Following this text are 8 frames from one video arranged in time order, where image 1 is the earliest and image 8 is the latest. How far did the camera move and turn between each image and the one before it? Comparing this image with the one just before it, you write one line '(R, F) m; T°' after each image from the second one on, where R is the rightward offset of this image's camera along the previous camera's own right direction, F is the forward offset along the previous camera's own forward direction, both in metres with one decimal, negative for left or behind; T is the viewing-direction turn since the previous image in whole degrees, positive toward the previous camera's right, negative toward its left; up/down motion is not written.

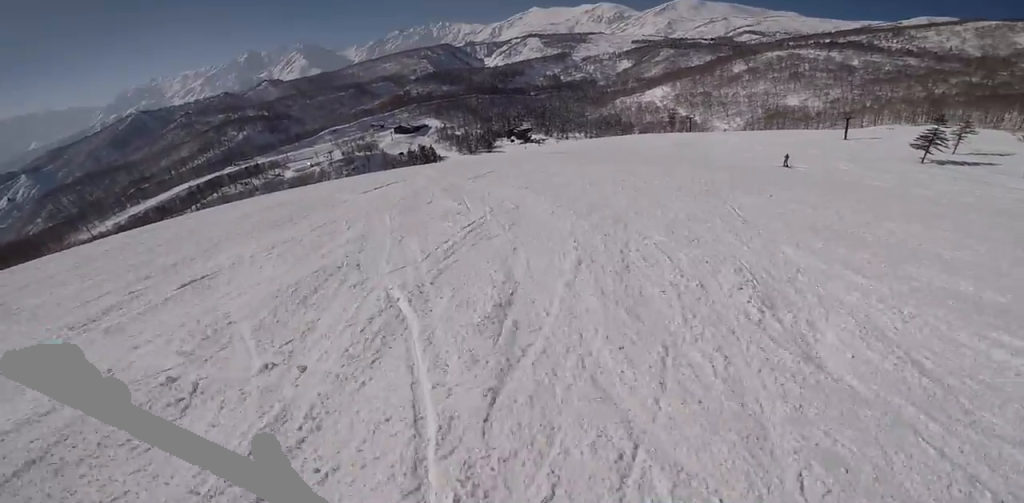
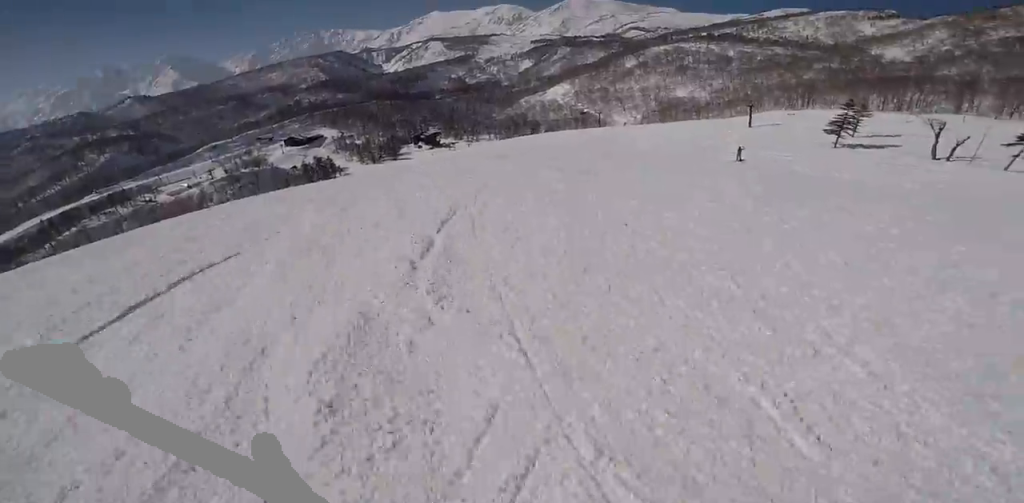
(+0.8, +9.1) m; +6°
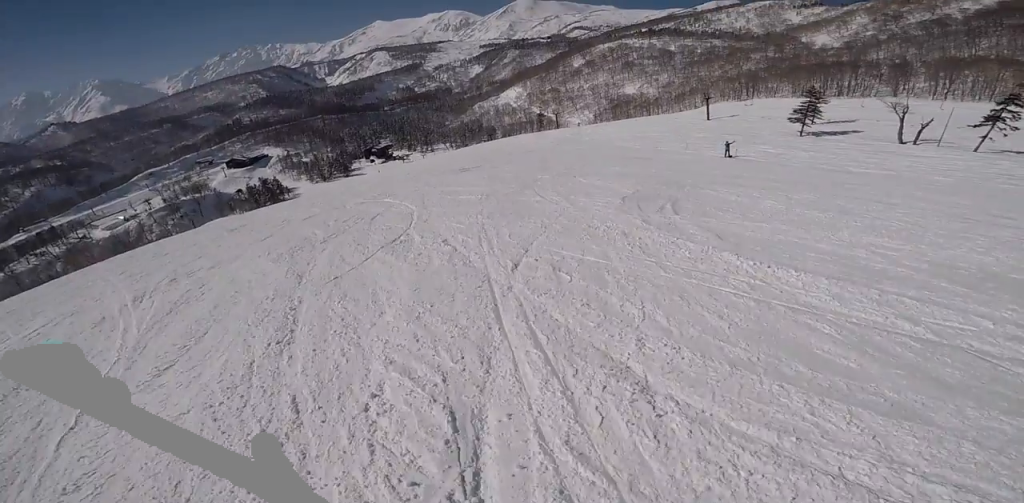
(+0.2, +5.8) m; +4°
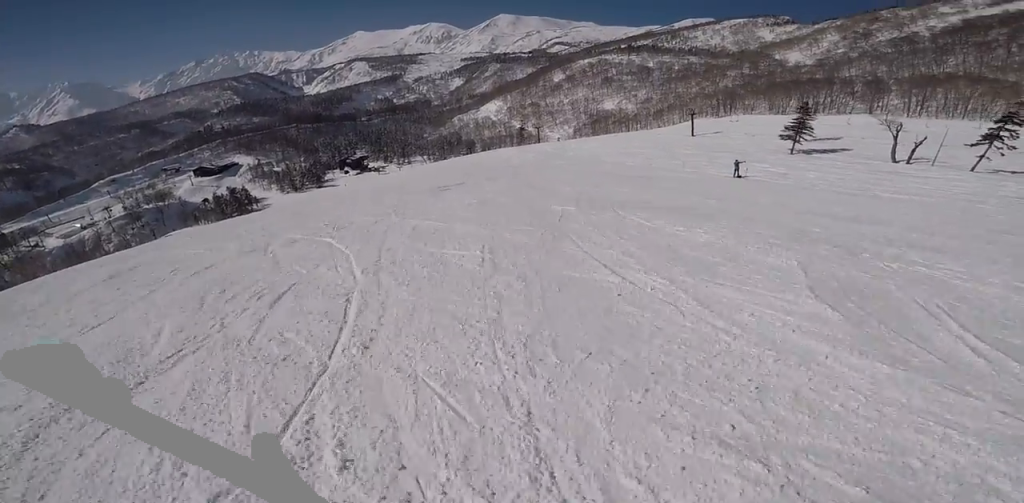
(0.0, +5.0) m; +4°
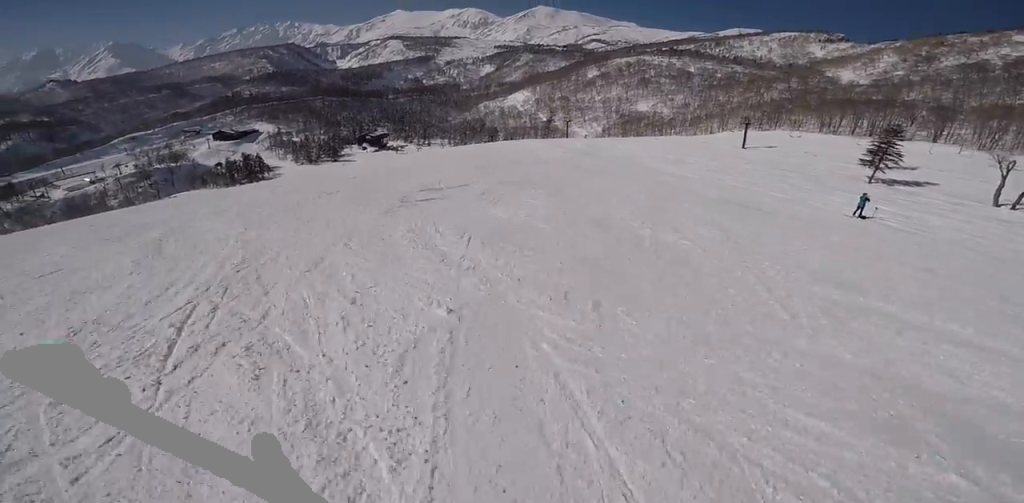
(+0.9, +10.4) m; -1°
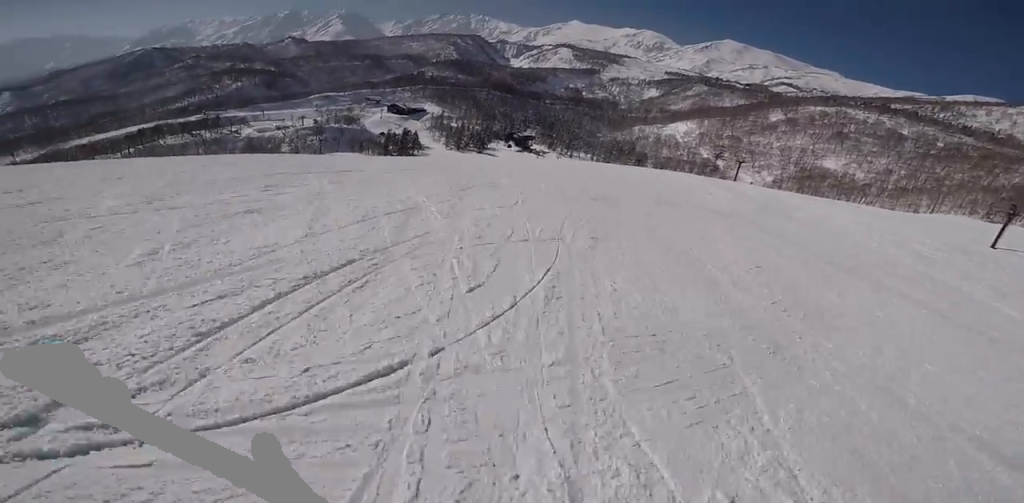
(-2.4, +14.6) m; -27°
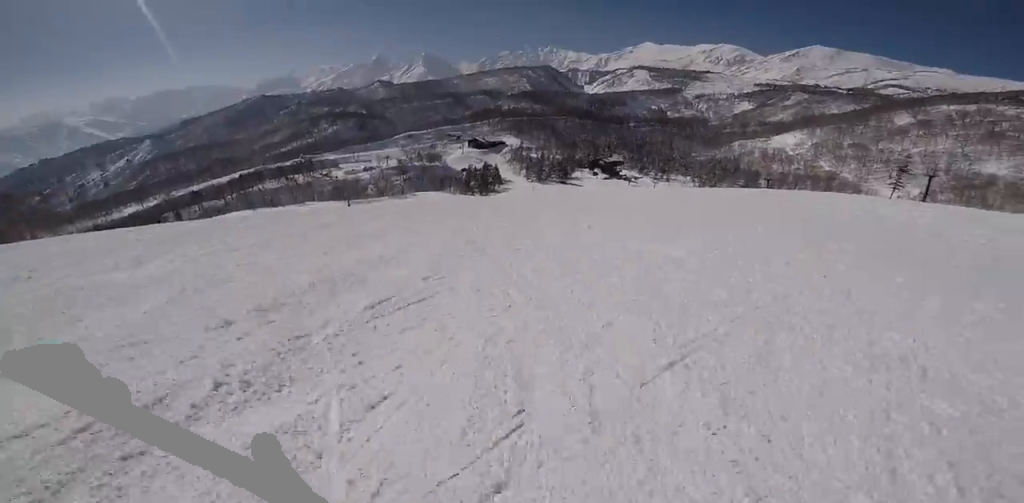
(-2.0, +22.7) m; 0°
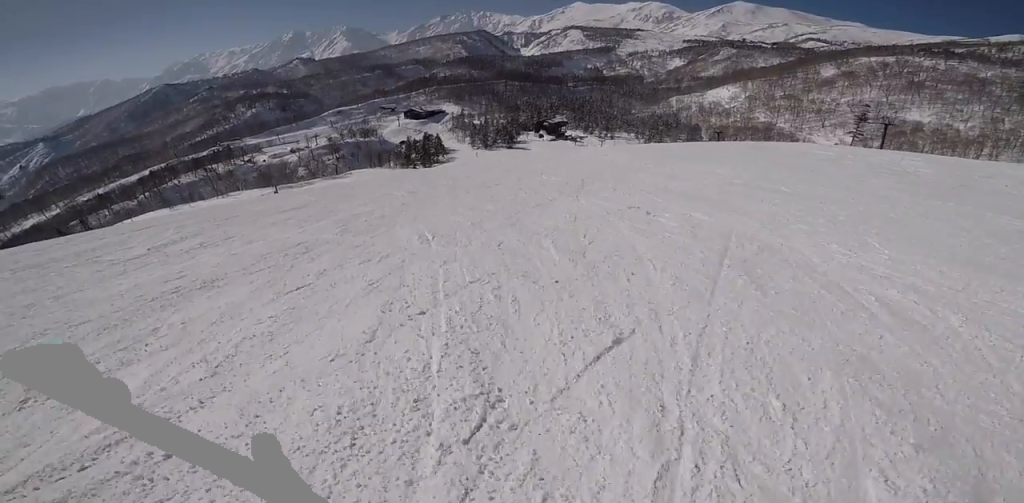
(-0.1, +7.2) m; +13°
